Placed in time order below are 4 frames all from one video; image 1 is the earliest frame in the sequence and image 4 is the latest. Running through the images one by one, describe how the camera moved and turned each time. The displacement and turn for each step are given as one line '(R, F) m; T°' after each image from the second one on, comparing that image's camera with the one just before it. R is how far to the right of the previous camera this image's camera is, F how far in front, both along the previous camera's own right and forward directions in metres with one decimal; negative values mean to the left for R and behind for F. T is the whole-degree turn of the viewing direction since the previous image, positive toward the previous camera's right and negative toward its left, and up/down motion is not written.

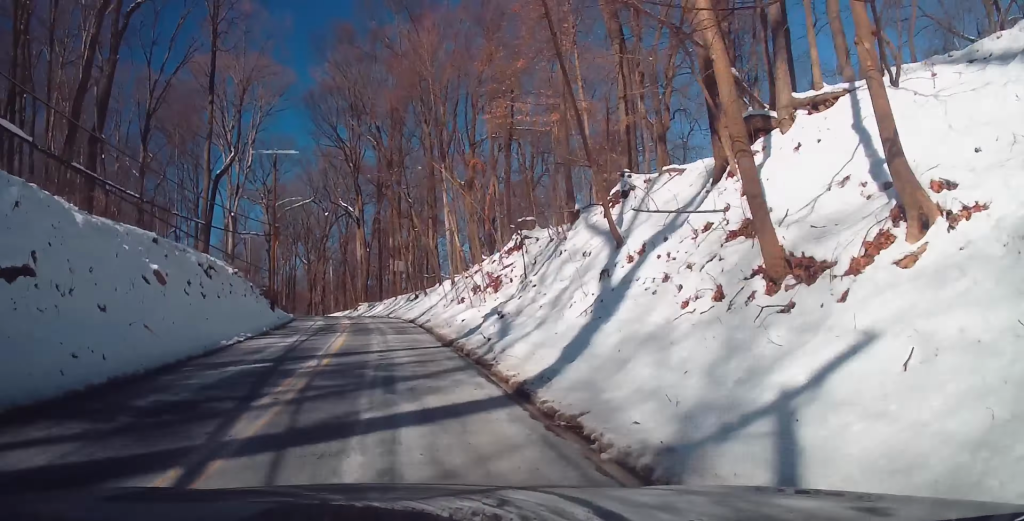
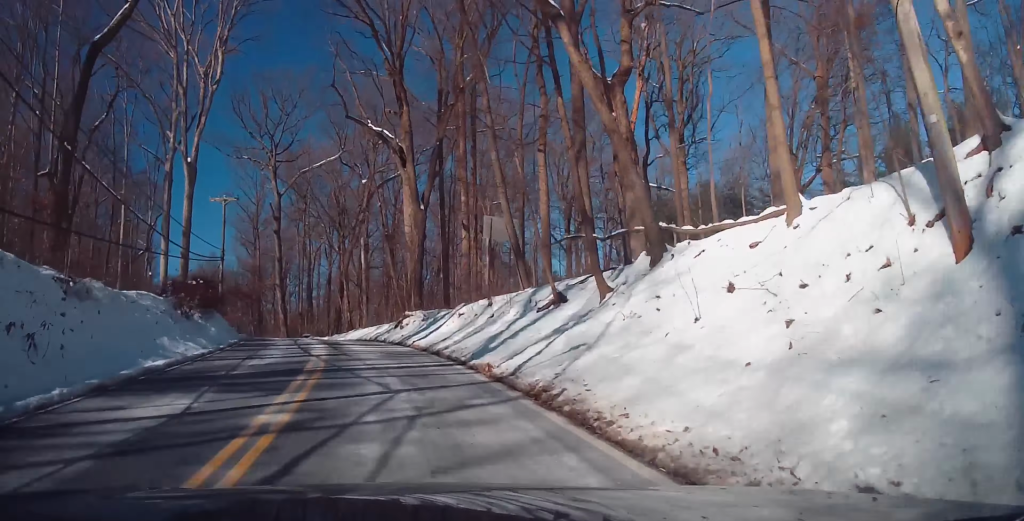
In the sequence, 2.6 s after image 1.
(-0.8, +35.0) m; -6°
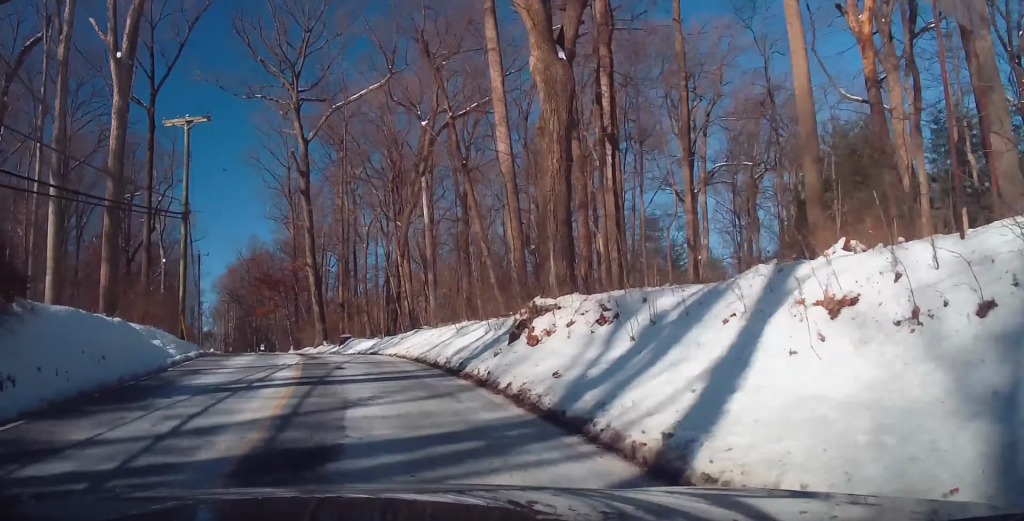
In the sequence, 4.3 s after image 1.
(-1.1, +22.1) m; -7°
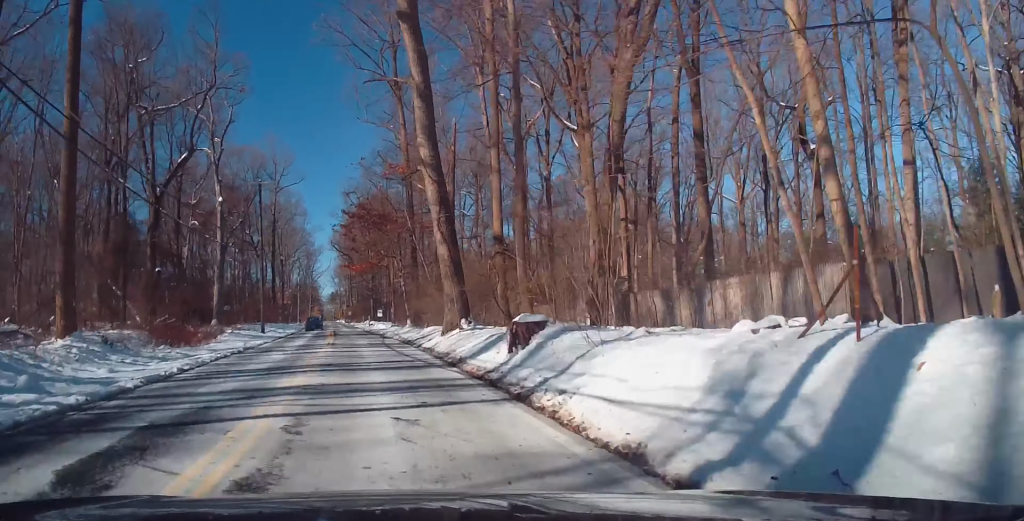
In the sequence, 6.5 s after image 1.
(-2.8, +29.0) m; -10°
